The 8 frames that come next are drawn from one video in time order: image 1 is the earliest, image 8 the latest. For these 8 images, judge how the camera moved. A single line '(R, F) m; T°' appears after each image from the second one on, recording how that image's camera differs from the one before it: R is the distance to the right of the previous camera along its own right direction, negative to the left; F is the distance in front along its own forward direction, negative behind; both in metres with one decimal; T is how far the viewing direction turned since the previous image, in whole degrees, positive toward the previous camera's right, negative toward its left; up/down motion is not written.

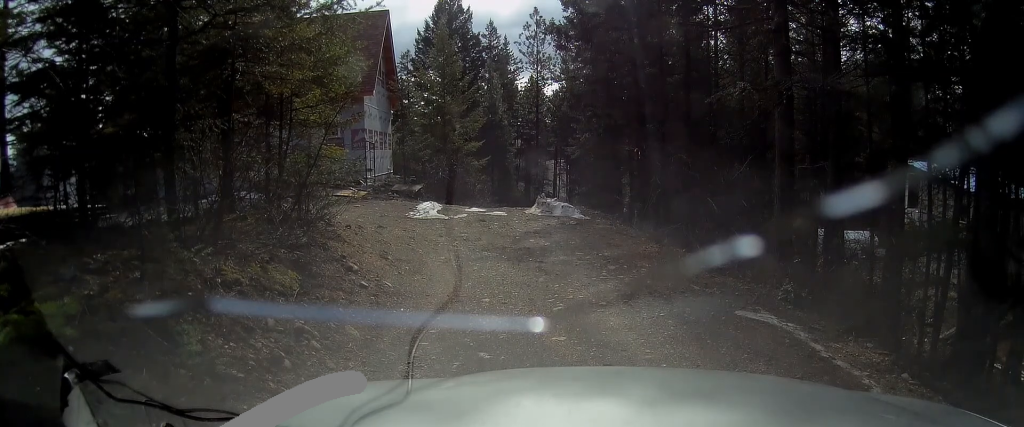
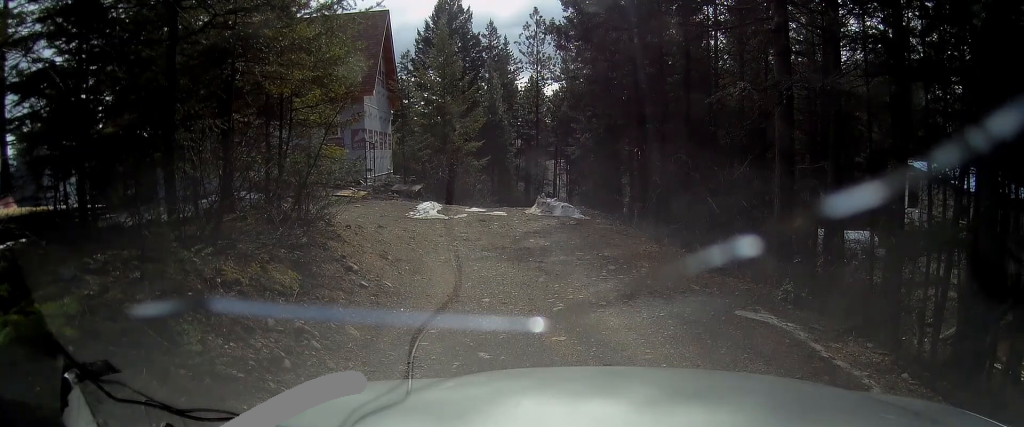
(0.0, 0.0) m; 0°
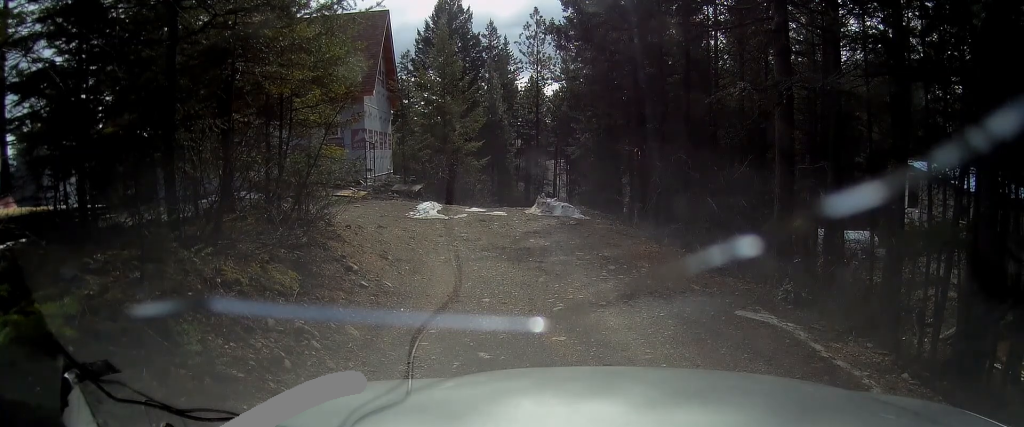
(0.0, 0.0) m; 0°
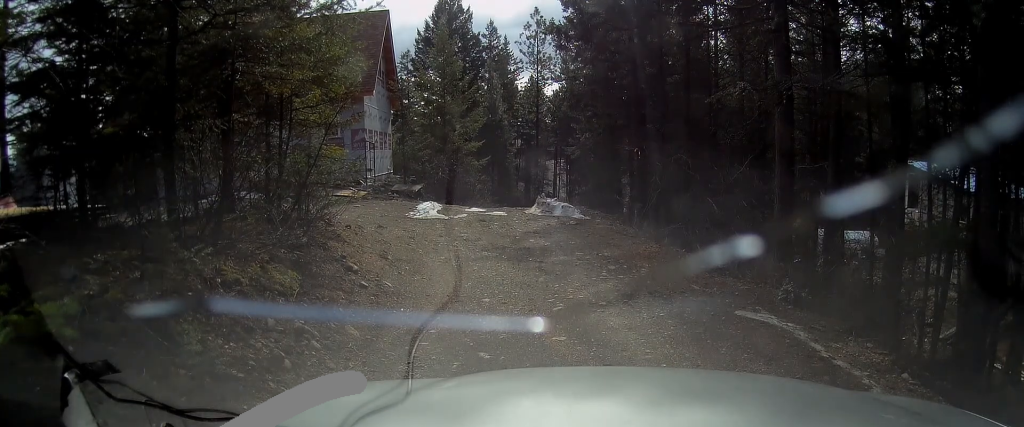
(0.0, 0.0) m; 0°
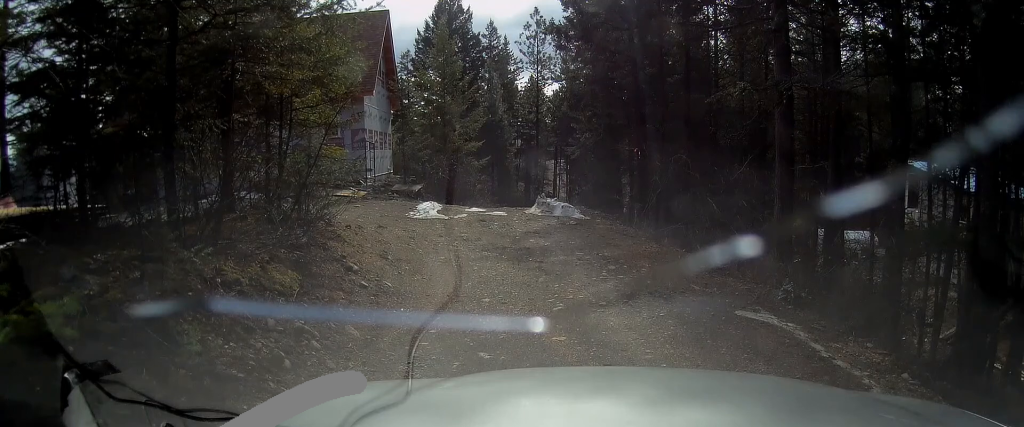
(0.0, 0.0) m; 0°
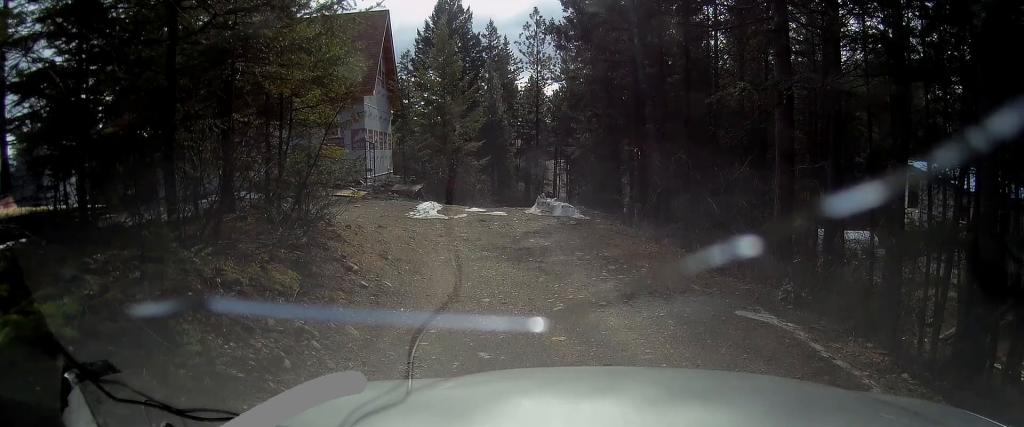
(0.0, 0.0) m; 0°
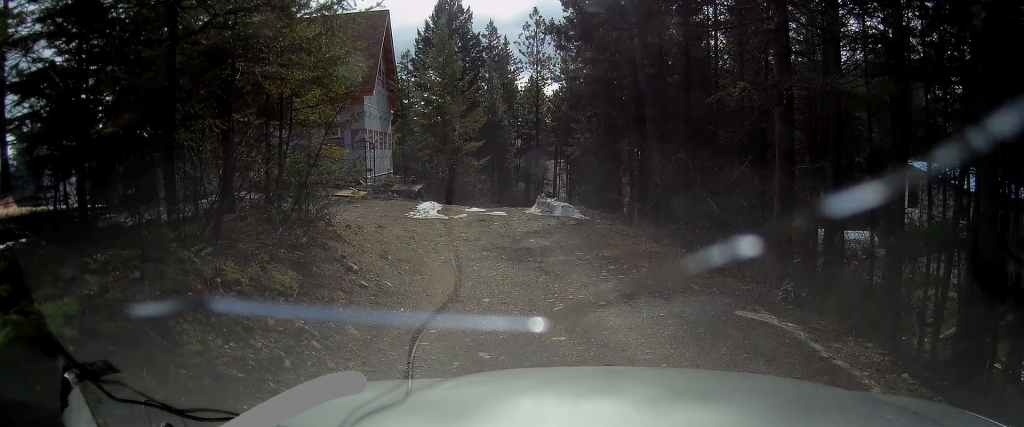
(0.0, 0.0) m; 0°
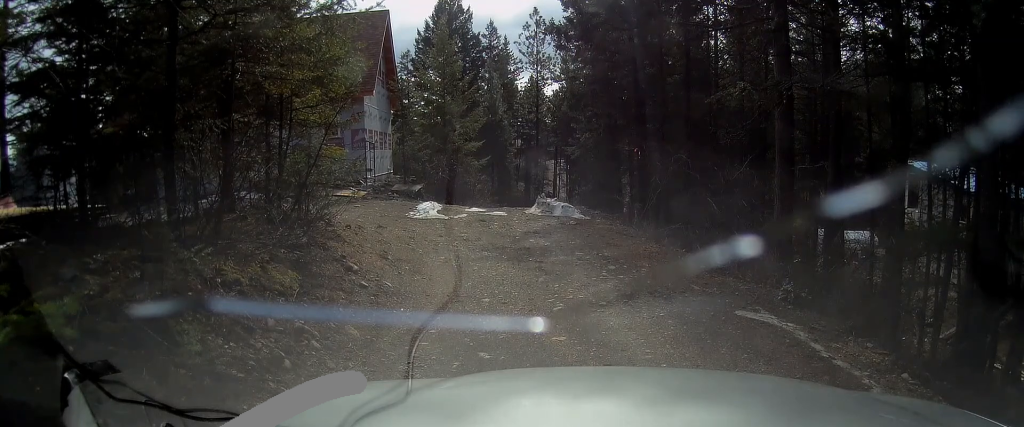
(0.0, 0.0) m; 0°
